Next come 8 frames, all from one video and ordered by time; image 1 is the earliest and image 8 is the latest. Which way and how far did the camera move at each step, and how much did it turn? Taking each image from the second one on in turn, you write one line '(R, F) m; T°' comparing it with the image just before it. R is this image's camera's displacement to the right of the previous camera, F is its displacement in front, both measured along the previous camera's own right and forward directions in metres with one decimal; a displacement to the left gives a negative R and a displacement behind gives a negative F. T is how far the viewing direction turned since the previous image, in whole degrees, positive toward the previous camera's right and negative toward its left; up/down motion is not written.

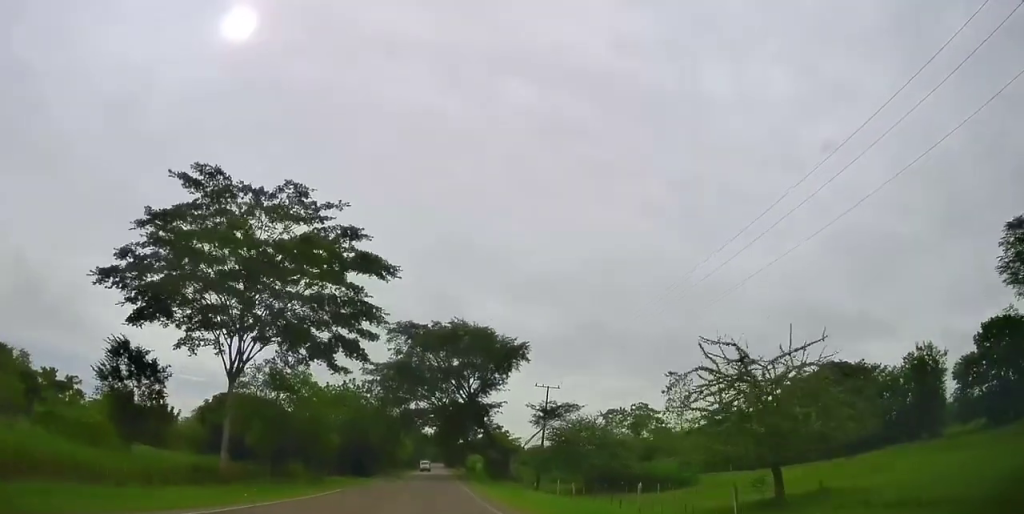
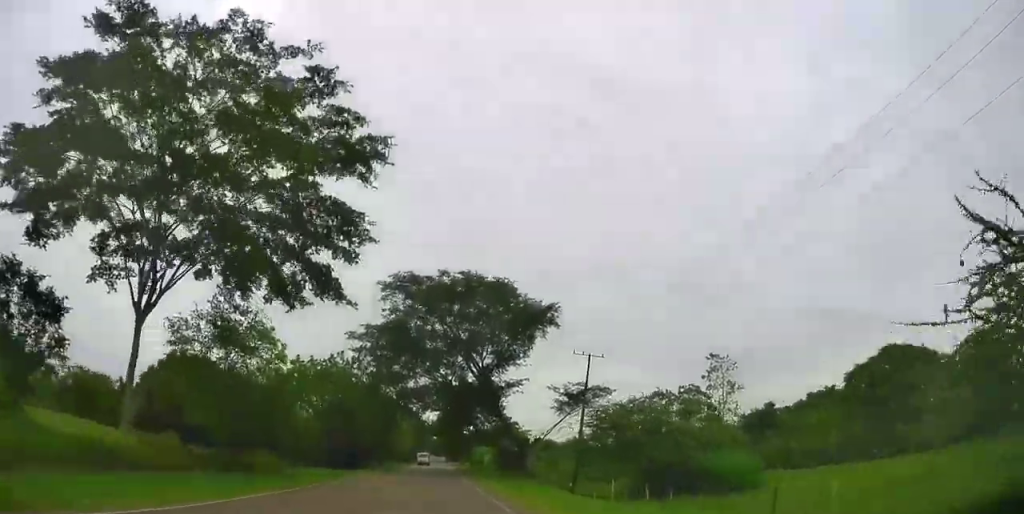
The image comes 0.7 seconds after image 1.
(-0.5, +14.2) m; -1°
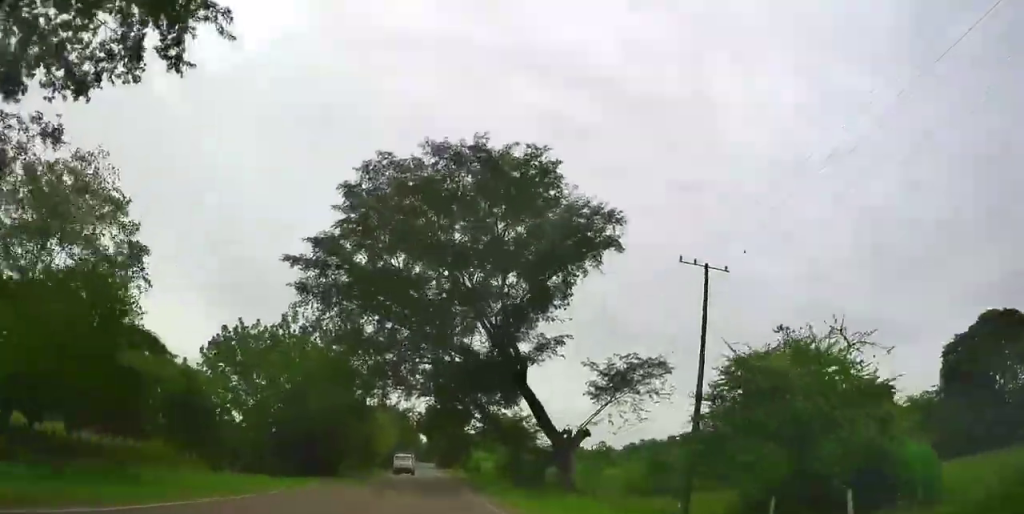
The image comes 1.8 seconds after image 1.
(+0.3, +21.0) m; +1°
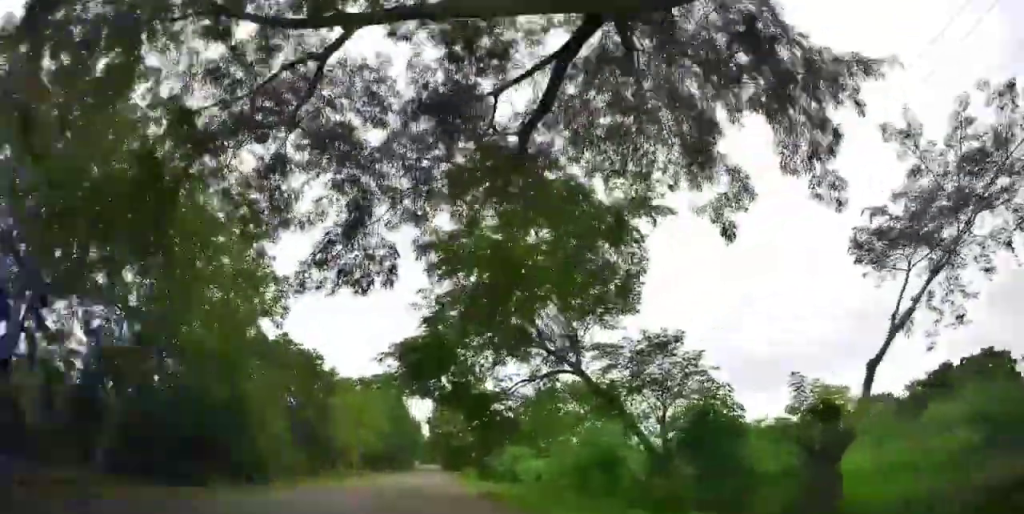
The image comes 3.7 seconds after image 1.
(-0.4, +36.5) m; +1°
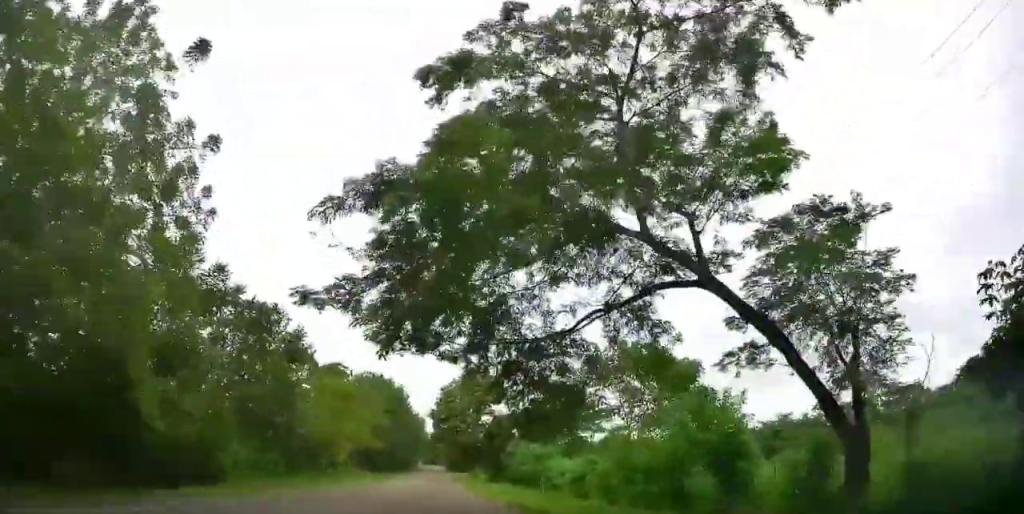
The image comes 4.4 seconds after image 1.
(+0.2, +12.1) m; 0°
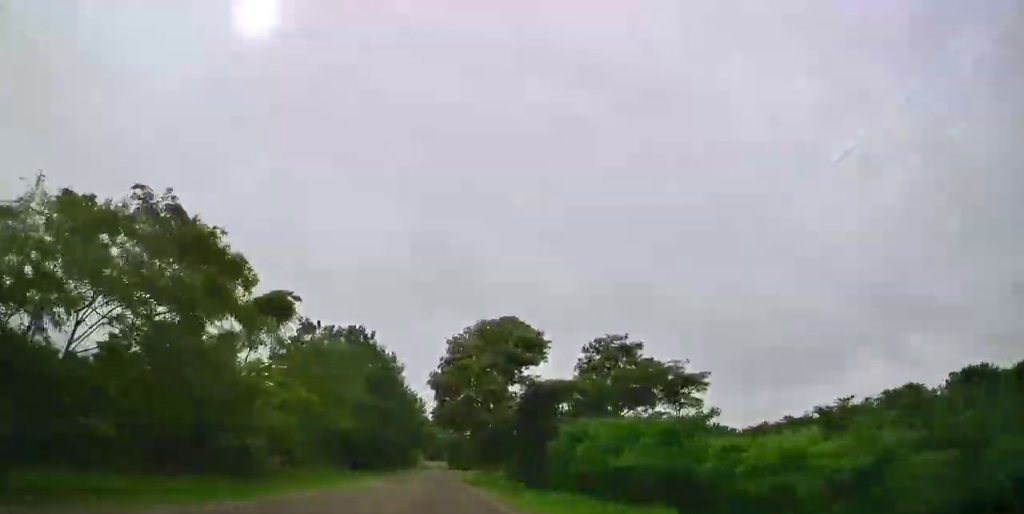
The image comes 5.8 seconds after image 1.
(-0.1, +26.5) m; -1°
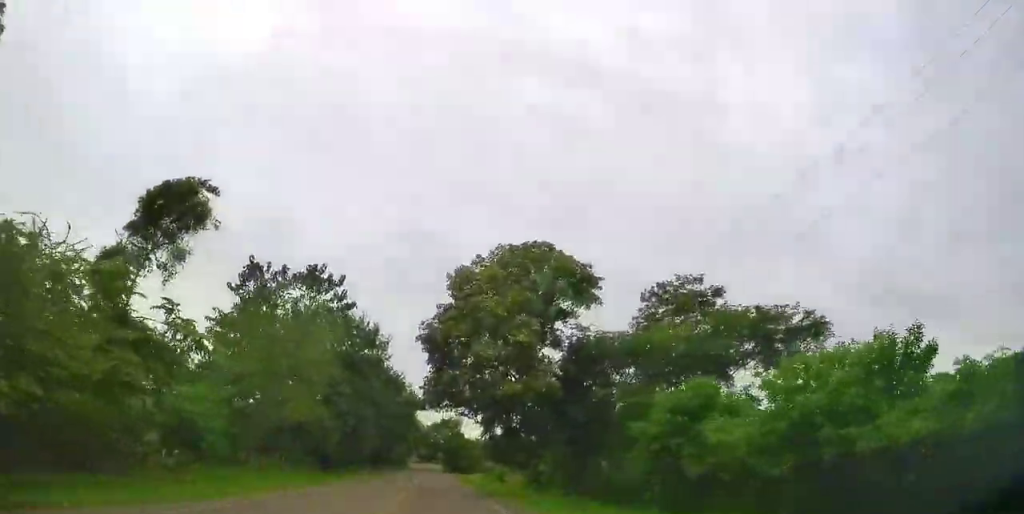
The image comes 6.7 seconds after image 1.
(-0.1, +17.4) m; 0°
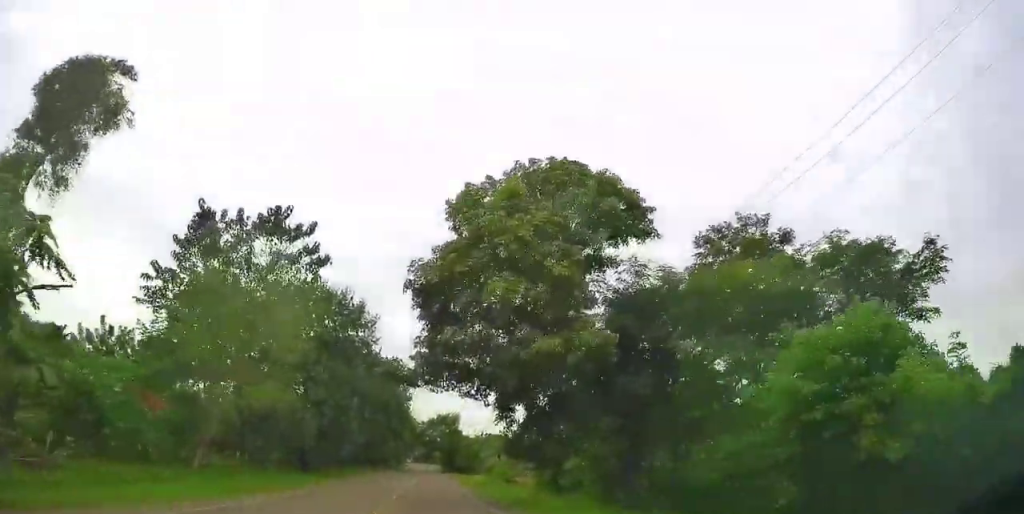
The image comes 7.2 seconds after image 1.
(0.0, +9.1) m; 0°
